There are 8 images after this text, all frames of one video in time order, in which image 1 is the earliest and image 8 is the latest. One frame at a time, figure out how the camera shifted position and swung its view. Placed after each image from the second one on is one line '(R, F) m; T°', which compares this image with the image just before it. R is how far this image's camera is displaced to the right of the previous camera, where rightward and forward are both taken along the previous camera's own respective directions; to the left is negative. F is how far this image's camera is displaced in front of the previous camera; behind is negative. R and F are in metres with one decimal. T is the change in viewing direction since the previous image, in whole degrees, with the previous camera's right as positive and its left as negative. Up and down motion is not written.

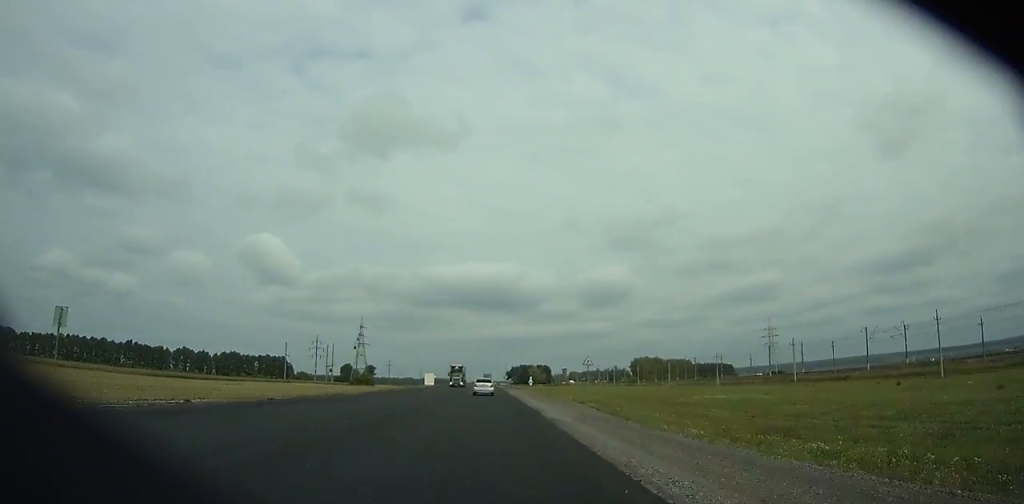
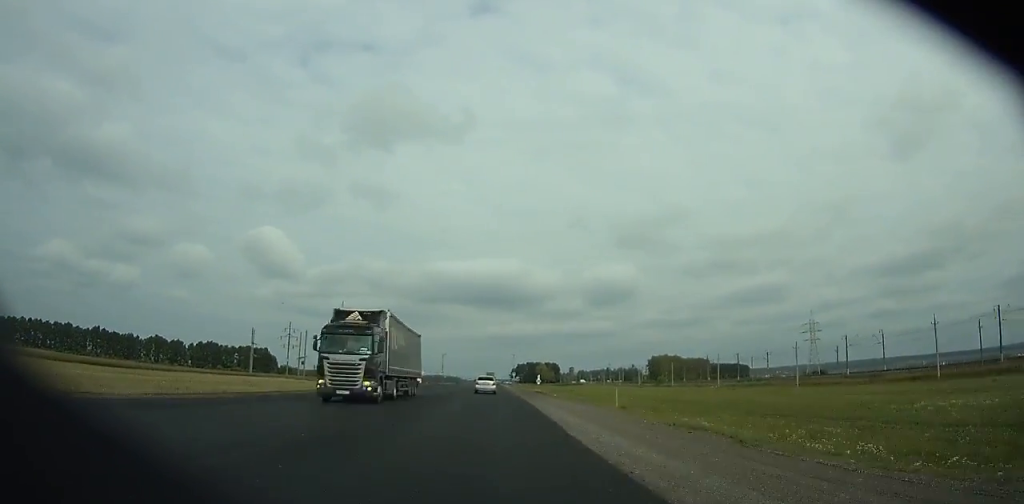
(0.0, +42.0) m; 0°
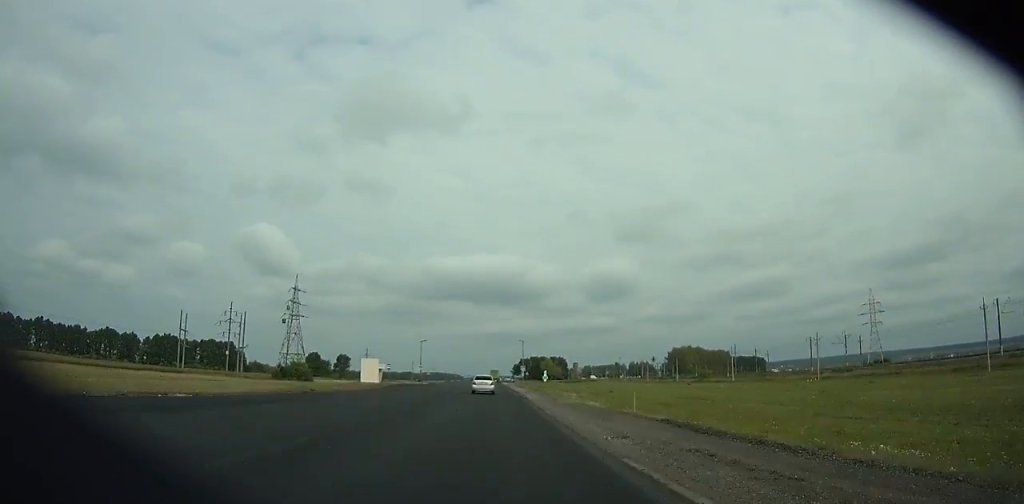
(0.0, +51.5) m; 0°
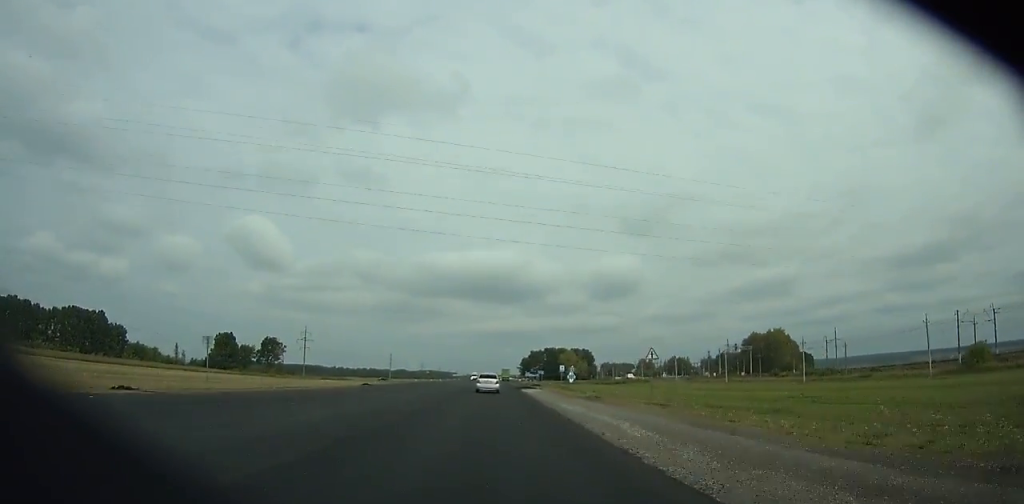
(-0.2, +120.8) m; 0°
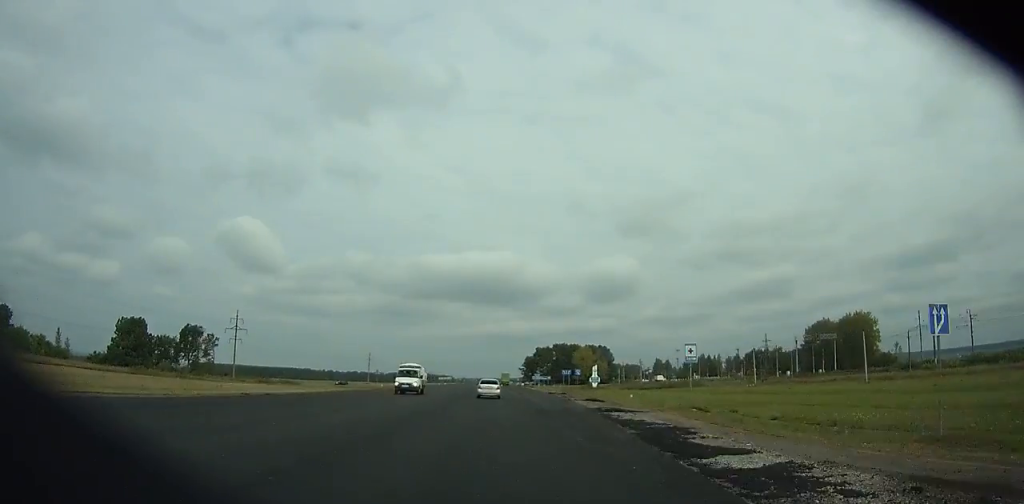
(+0.4, +62.9) m; +1°
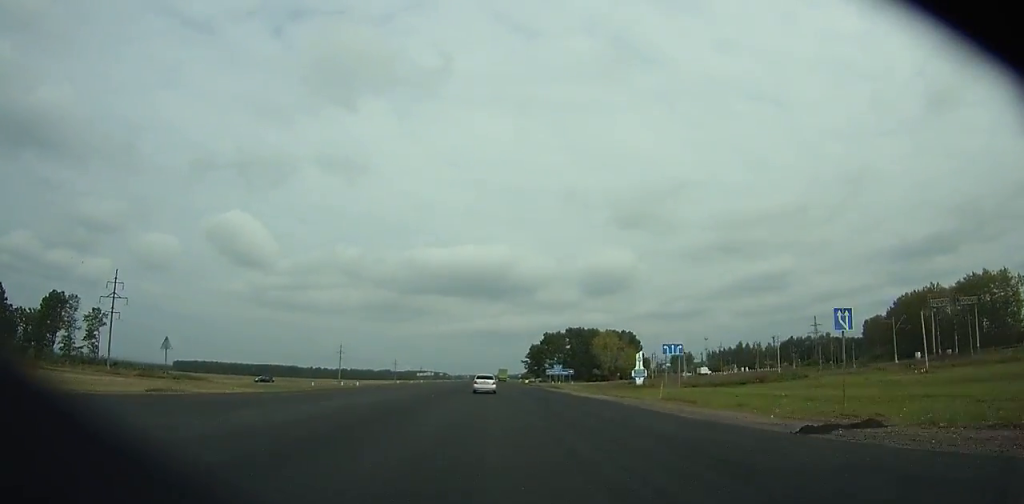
(+0.3, +59.6) m; 0°
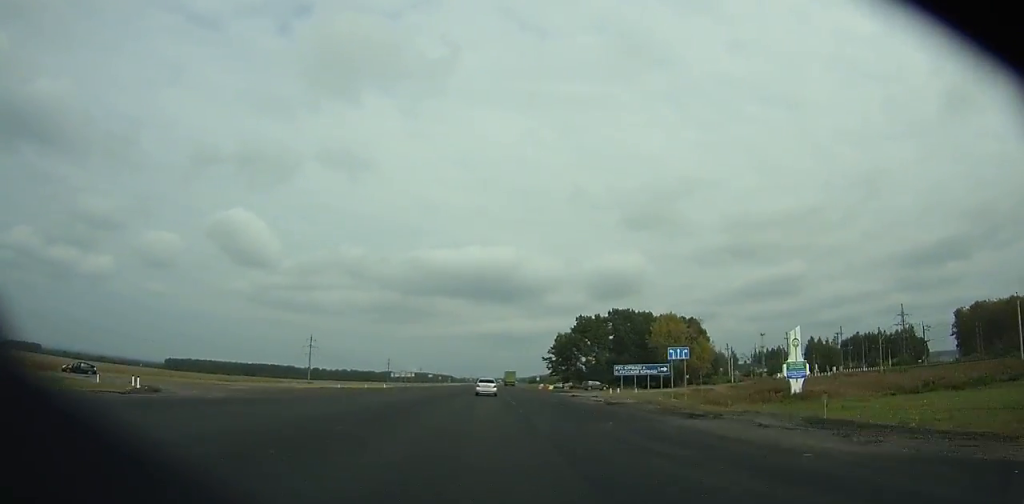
(-0.1, +64.0) m; 0°
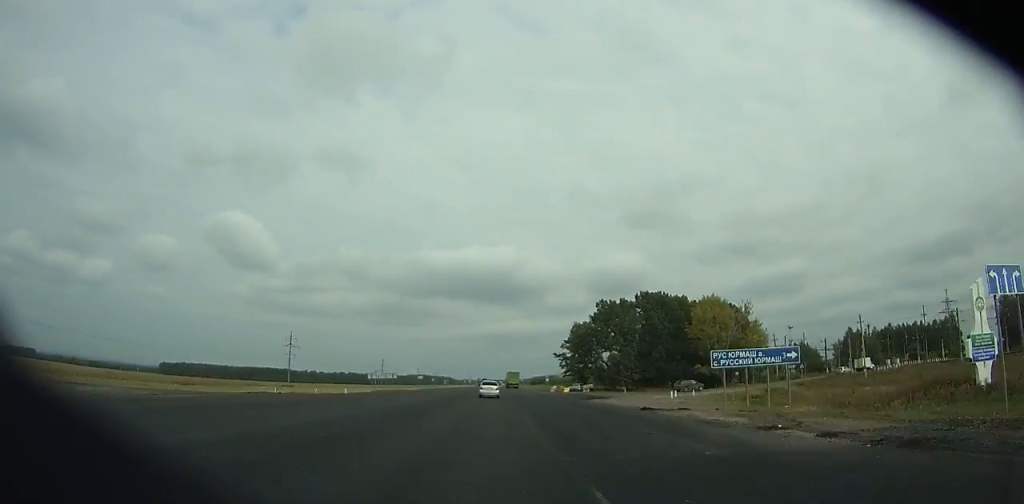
(0.0, +27.3) m; 0°
